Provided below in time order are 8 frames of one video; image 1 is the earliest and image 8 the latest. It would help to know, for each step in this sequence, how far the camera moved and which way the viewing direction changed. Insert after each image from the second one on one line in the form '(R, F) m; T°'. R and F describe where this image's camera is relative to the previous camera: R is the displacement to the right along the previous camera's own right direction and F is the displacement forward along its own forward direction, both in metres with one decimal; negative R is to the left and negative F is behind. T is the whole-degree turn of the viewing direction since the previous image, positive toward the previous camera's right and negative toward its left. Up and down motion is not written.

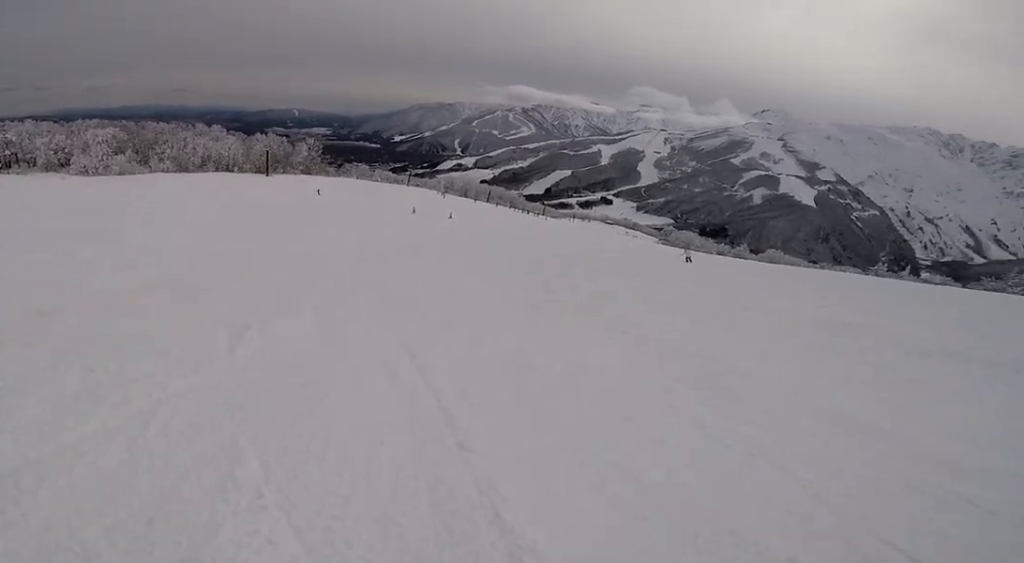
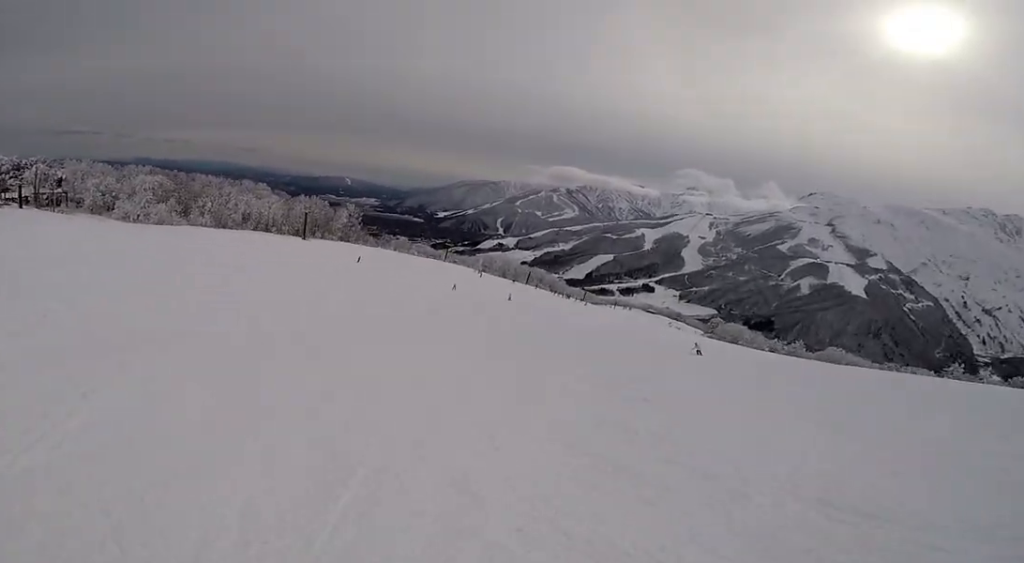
(+1.1, +7.5) m; -5°
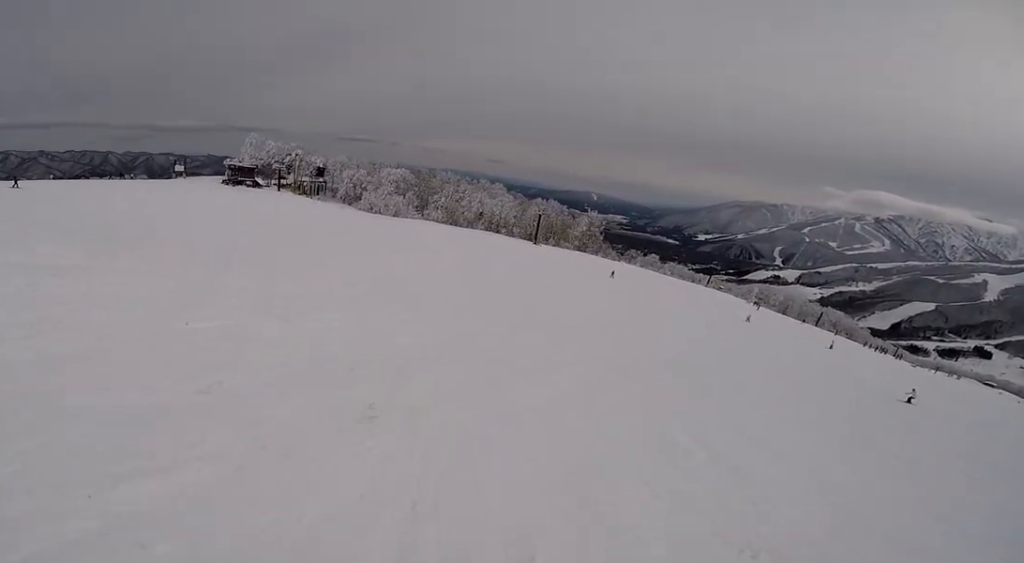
(-4.0, +12.8) m; -28°
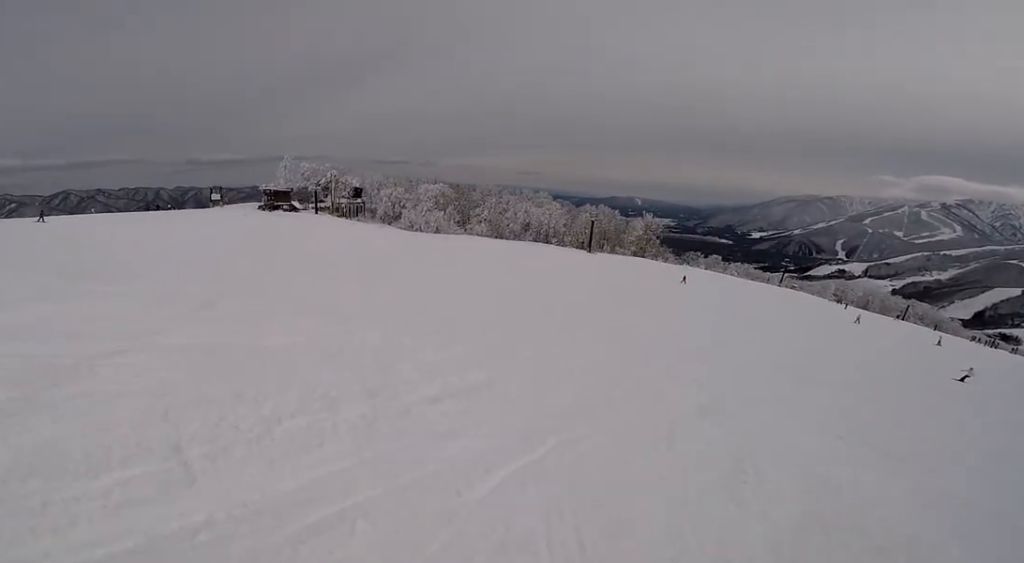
(-0.4, +6.0) m; -10°
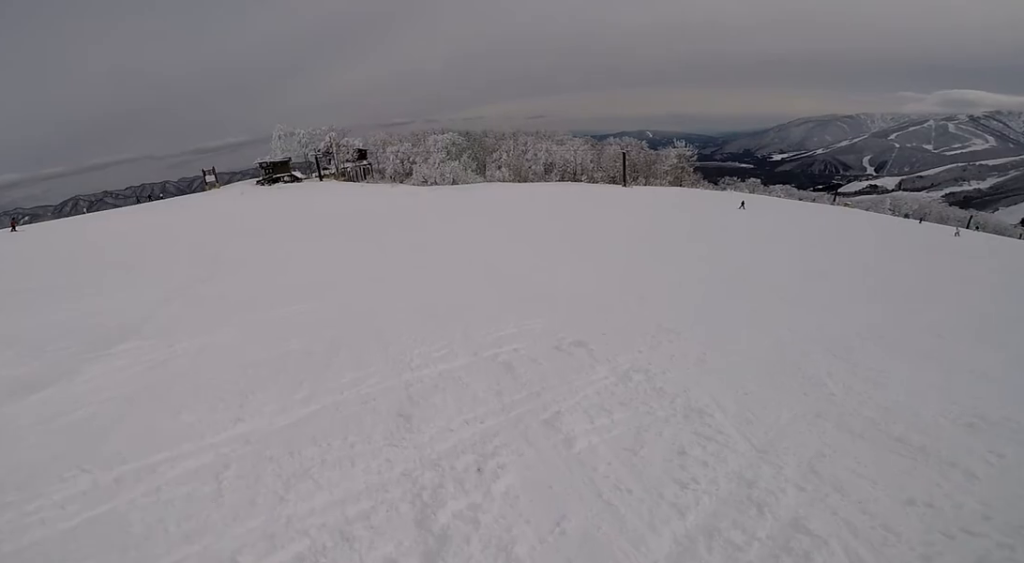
(-1.0, +7.8) m; -9°
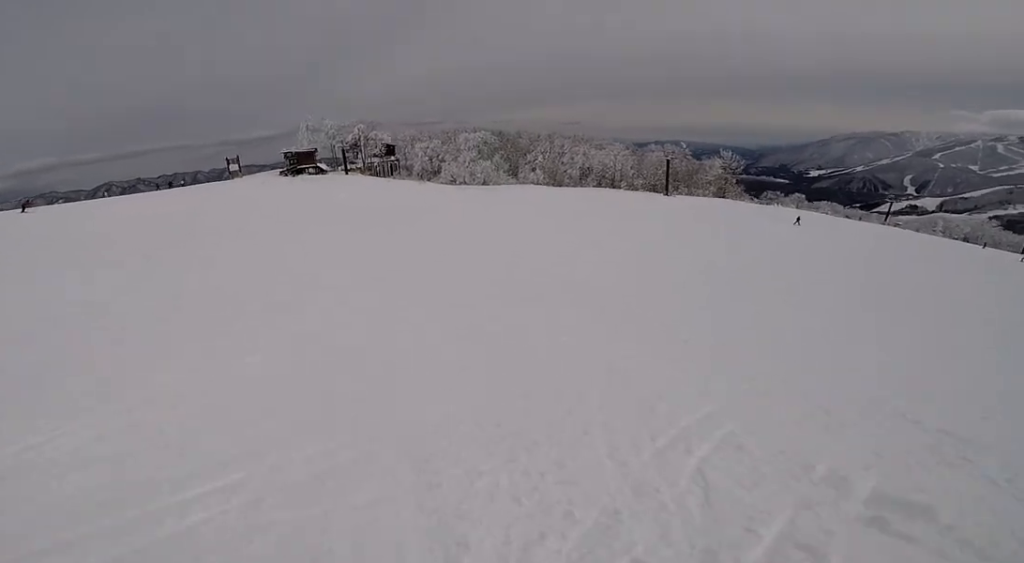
(-0.3, +4.3) m; +1°
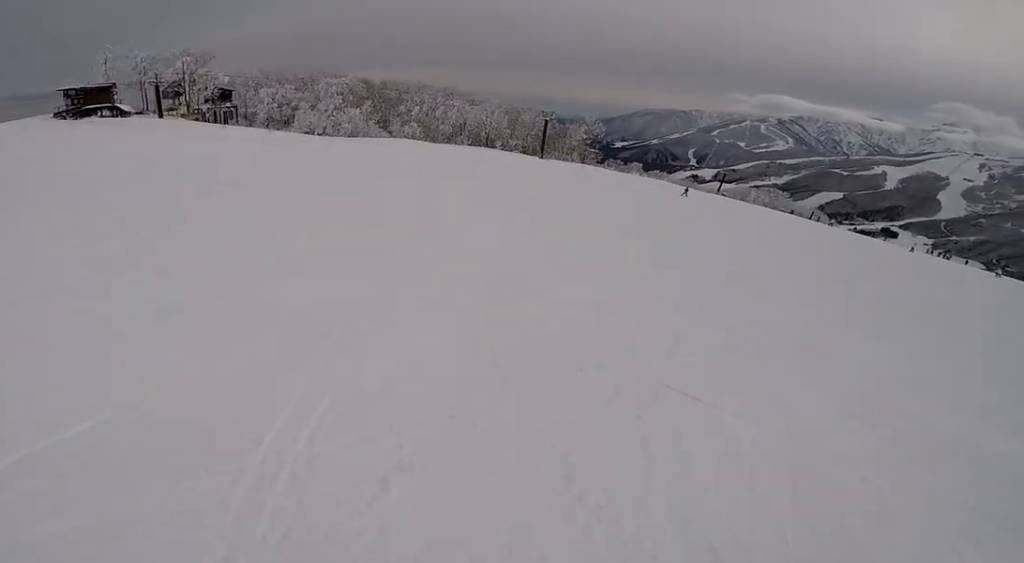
(+1.1, +14.0) m; +20°
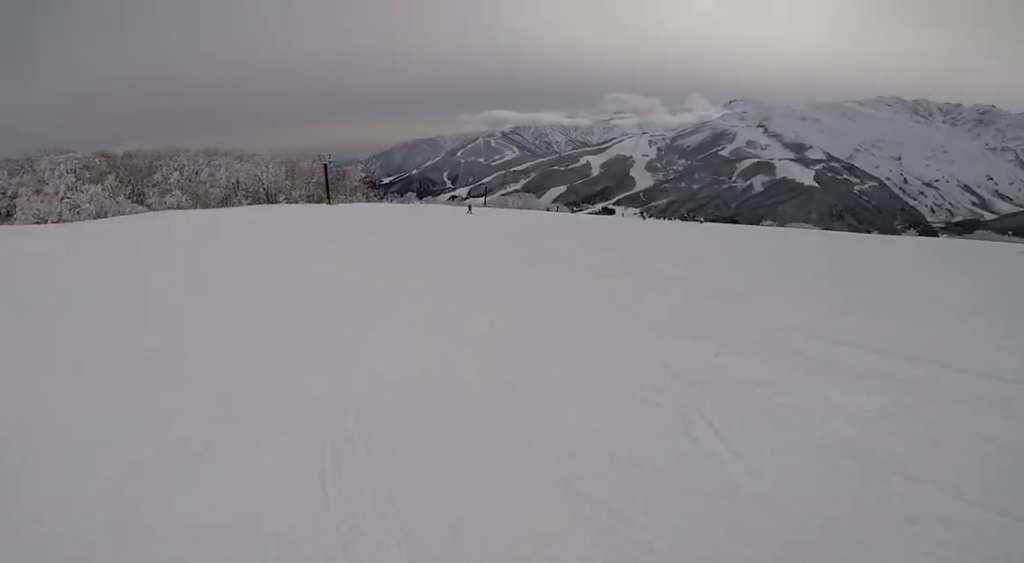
(-0.2, +4.3) m; +19°
